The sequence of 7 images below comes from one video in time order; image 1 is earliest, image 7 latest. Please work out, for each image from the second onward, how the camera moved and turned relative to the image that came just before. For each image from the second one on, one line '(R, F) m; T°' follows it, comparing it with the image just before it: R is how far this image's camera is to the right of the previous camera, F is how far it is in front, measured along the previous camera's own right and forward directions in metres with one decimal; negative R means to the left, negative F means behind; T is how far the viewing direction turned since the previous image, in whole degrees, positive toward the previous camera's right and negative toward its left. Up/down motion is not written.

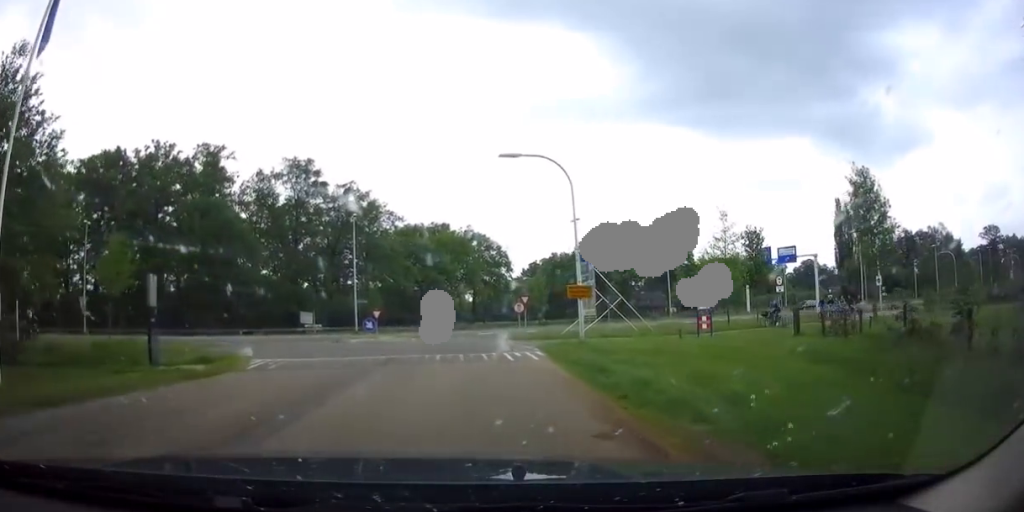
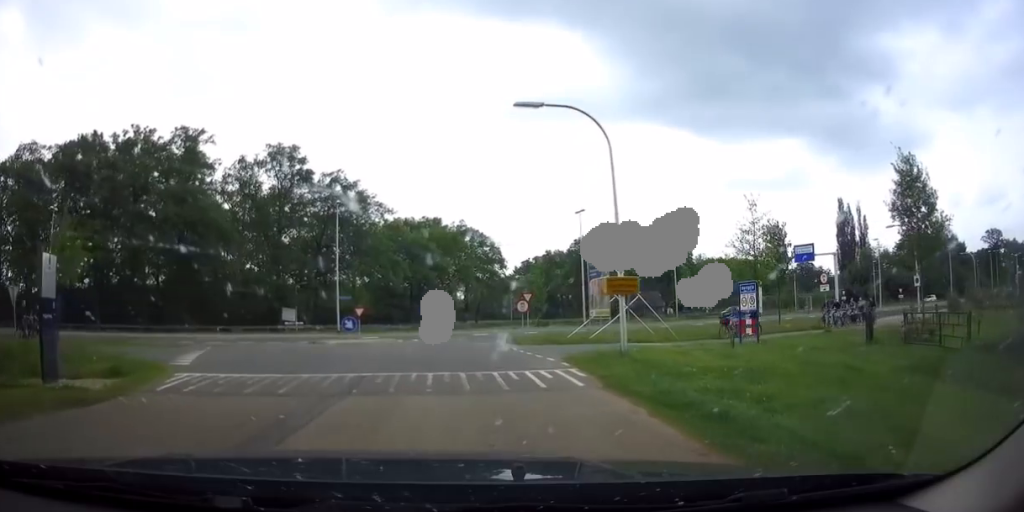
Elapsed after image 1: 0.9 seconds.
(+0.3, +6.5) m; +1°
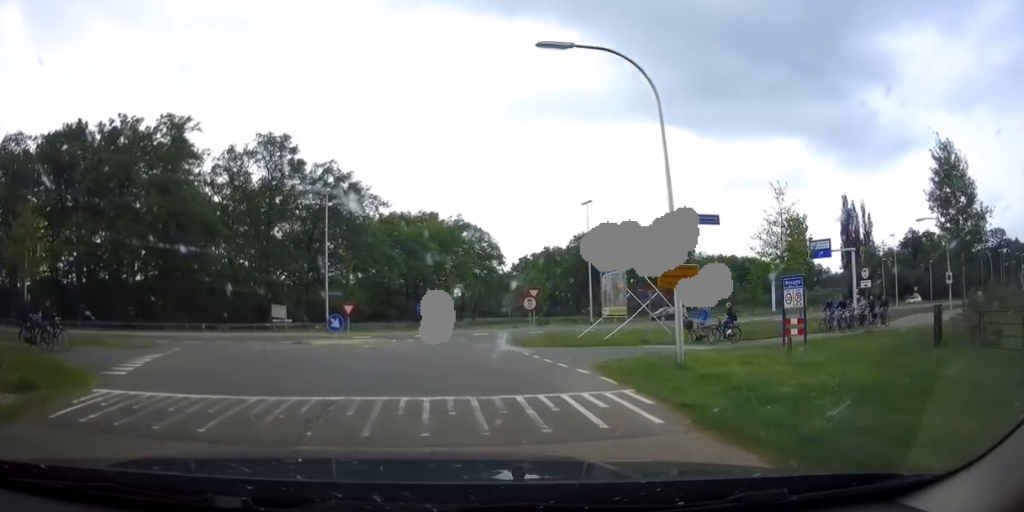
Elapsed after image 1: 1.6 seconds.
(-0.1, +4.2) m; -2°
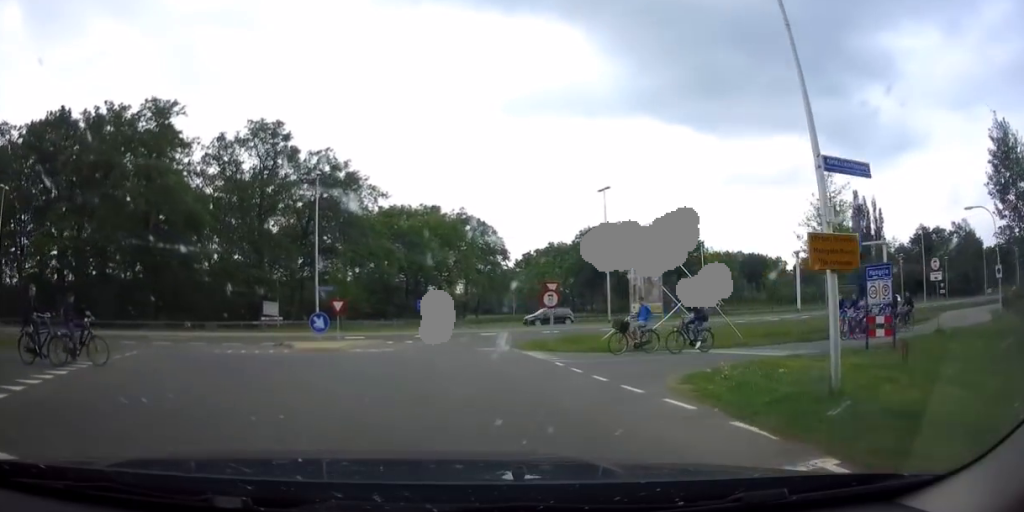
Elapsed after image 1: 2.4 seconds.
(-0.1, +5.1) m; -2°
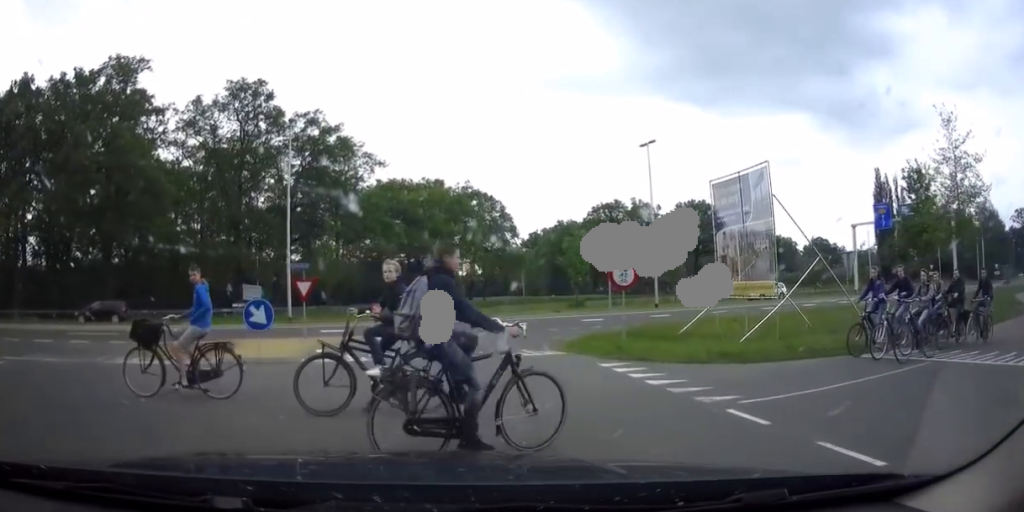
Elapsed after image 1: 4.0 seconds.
(0.0, +9.7) m; 0°
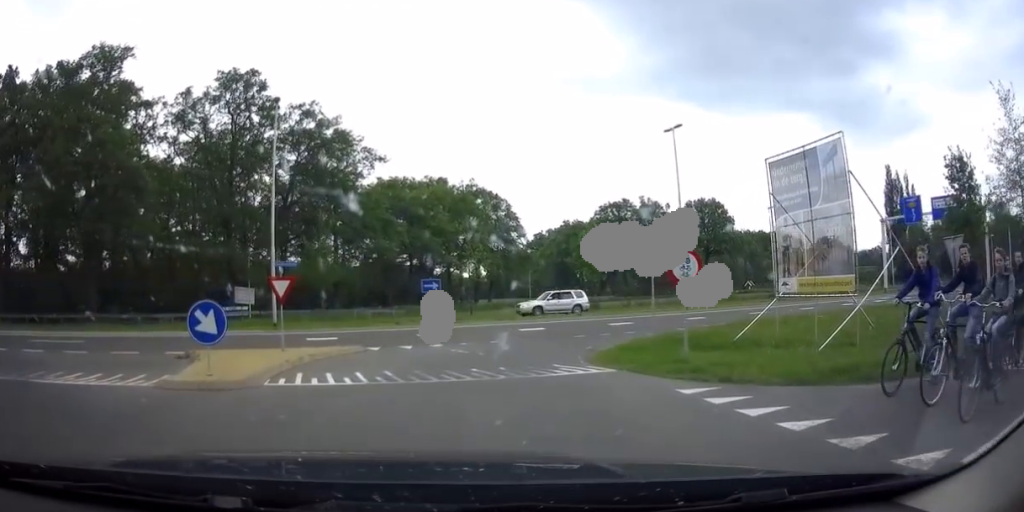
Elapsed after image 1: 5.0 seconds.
(-0.1, +5.4) m; -1°
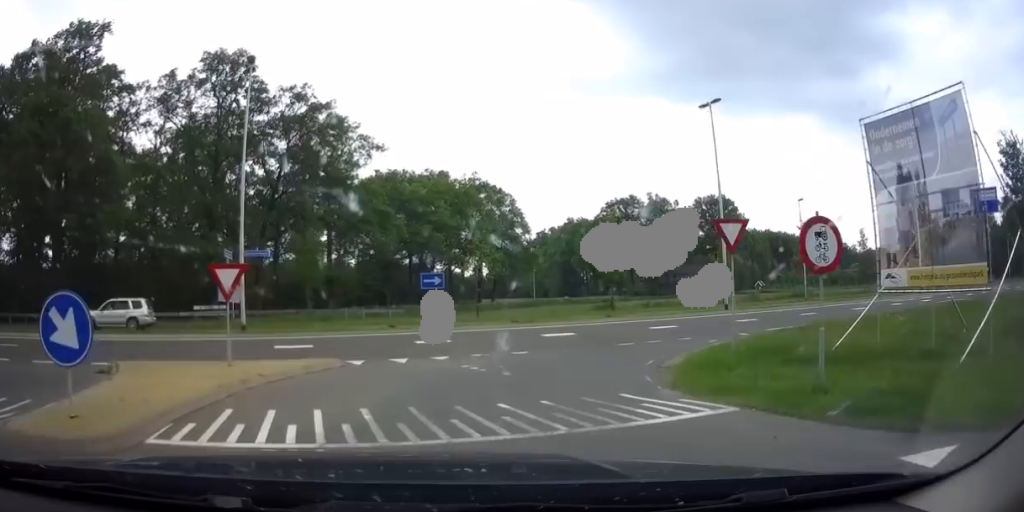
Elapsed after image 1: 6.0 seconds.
(0.0, +6.0) m; +2°
